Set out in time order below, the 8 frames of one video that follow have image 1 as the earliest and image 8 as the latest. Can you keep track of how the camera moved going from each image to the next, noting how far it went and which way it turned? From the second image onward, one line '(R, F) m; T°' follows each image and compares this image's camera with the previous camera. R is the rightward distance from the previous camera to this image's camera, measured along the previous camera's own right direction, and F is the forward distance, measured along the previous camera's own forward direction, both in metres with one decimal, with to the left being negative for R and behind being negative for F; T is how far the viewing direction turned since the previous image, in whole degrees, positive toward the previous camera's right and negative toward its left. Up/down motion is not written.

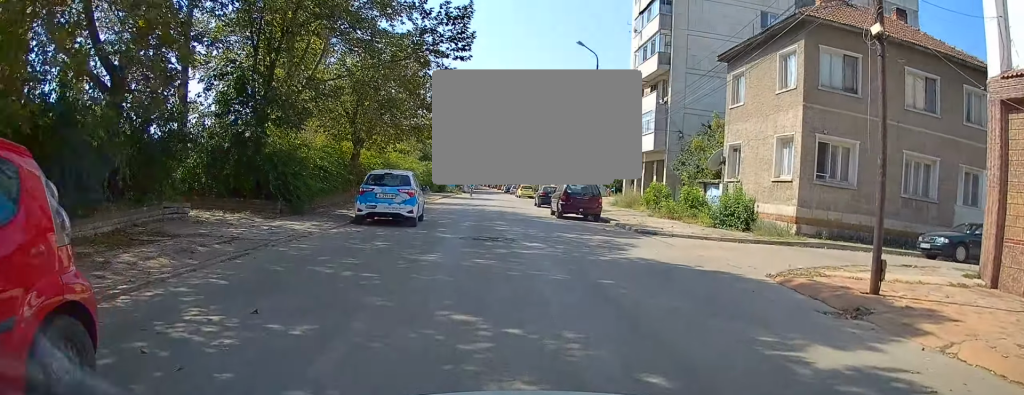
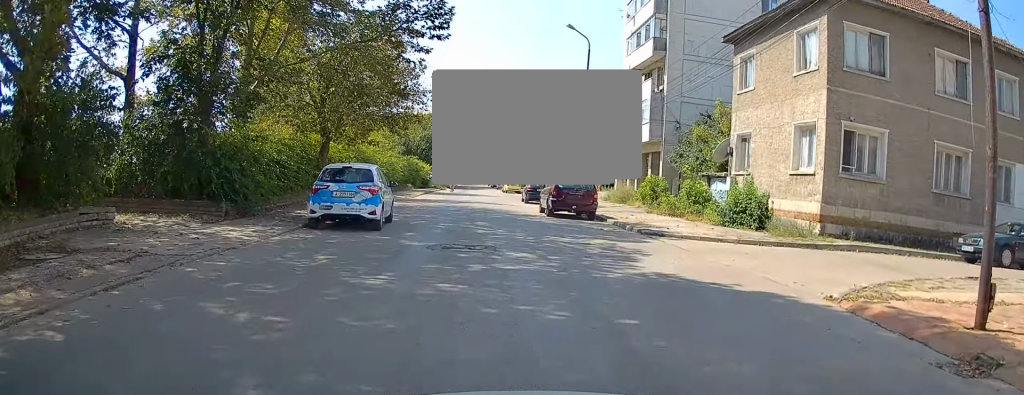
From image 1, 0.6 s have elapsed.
(0.0, +2.8) m; +2°
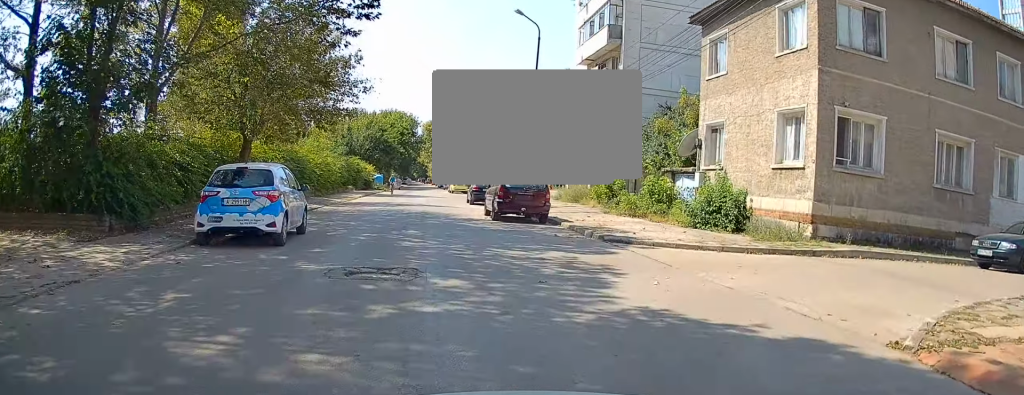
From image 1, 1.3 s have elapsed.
(0.0, +3.0) m; +4°
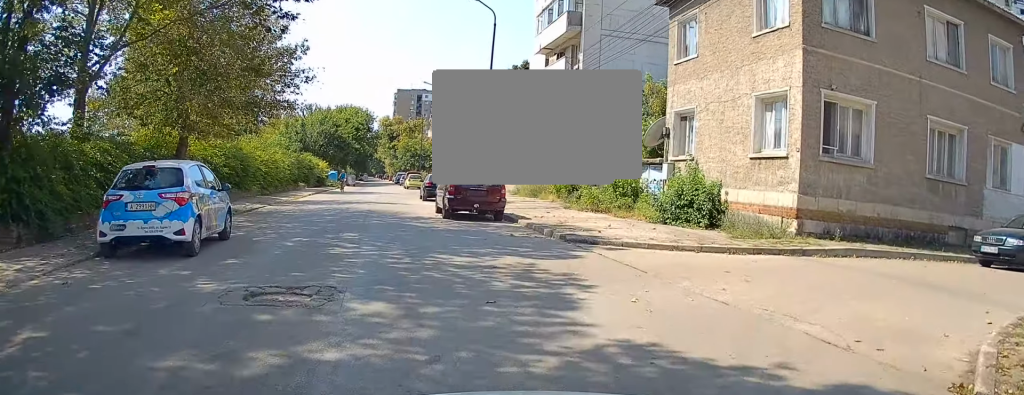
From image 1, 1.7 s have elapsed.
(+0.1, +1.7) m; +4°
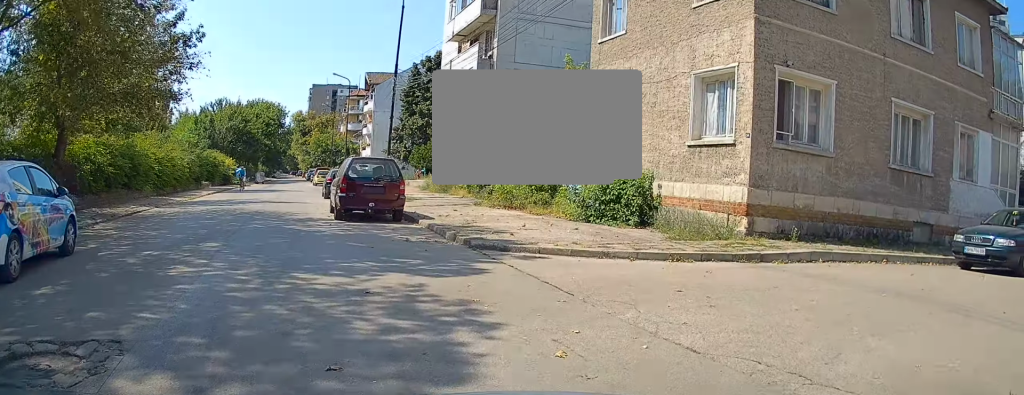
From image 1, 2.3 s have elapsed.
(+0.1, +2.5) m; +7°
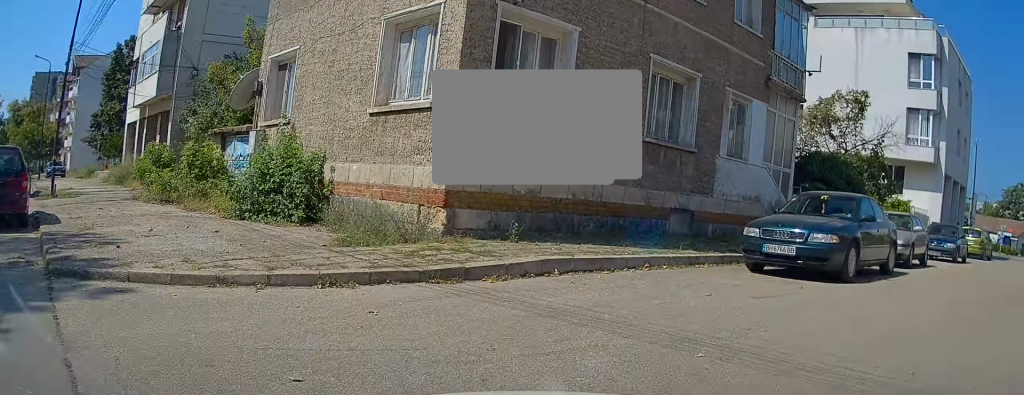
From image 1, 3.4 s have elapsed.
(+0.5, +4.1) m; +29°
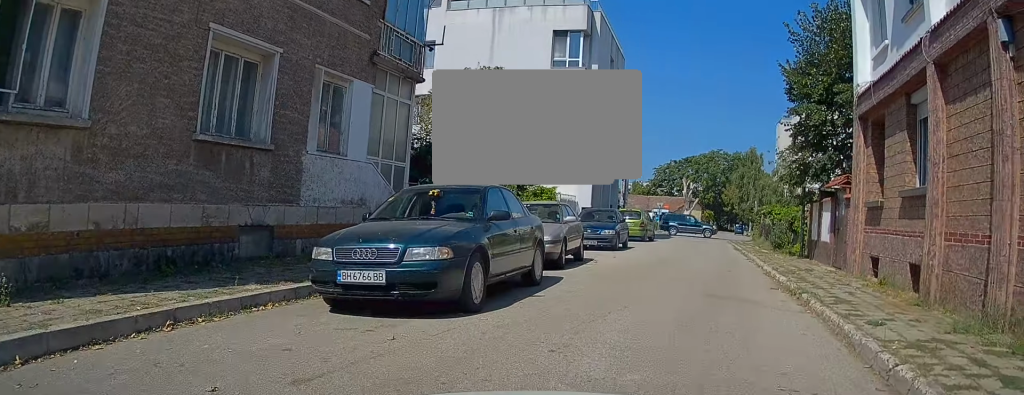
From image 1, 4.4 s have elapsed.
(+1.3, +3.2) m; +25°
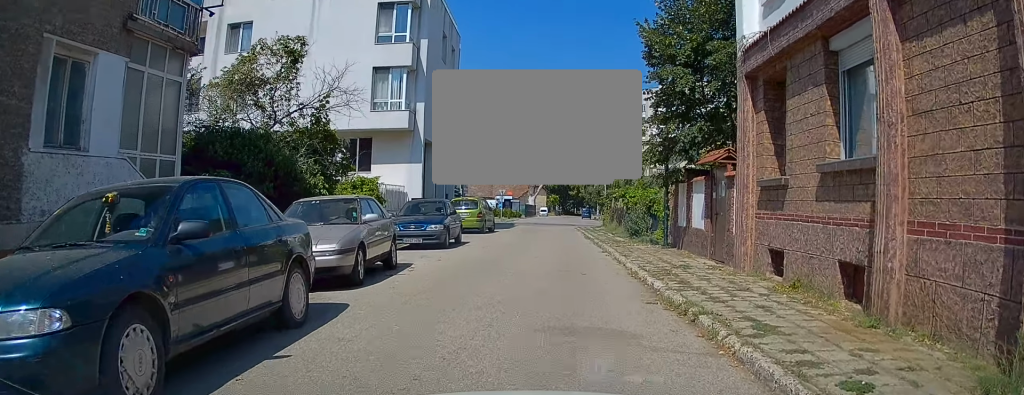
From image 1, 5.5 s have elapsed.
(+0.3, +3.6) m; +17°
